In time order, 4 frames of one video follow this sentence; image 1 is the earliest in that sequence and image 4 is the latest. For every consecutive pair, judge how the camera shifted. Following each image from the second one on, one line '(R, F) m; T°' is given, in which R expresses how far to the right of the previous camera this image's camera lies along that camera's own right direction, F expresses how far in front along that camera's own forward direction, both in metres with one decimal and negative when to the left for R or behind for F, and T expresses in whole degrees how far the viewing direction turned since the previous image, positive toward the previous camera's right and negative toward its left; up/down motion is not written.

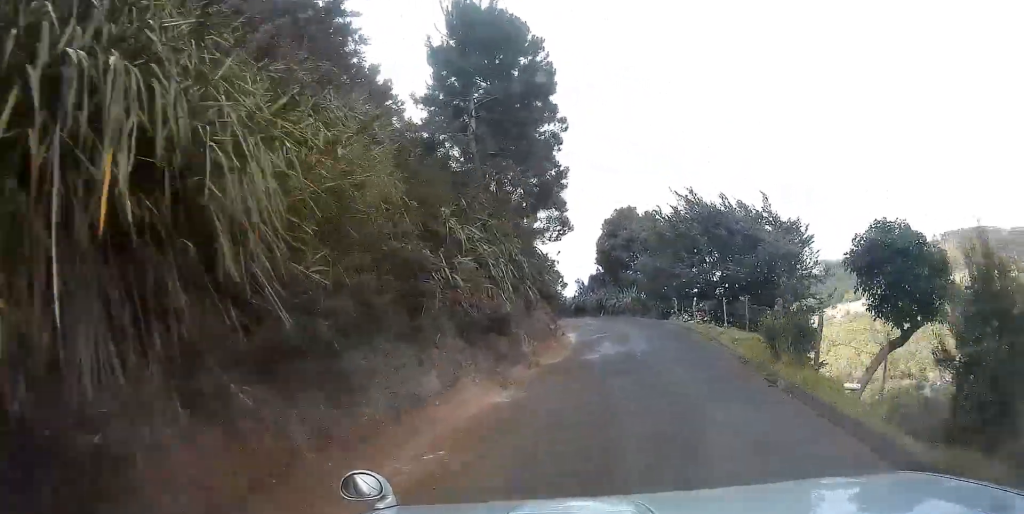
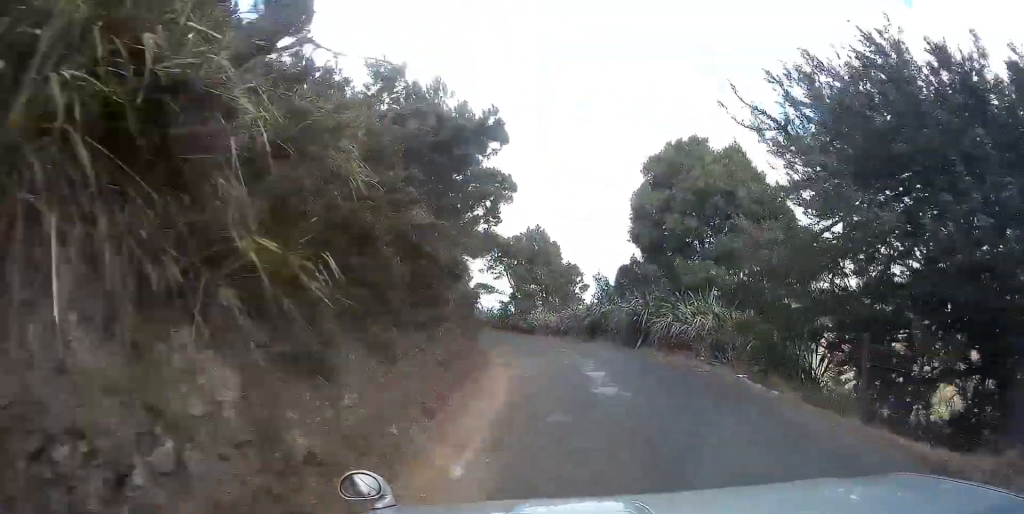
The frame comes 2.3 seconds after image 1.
(-0.1, +22.6) m; -4°
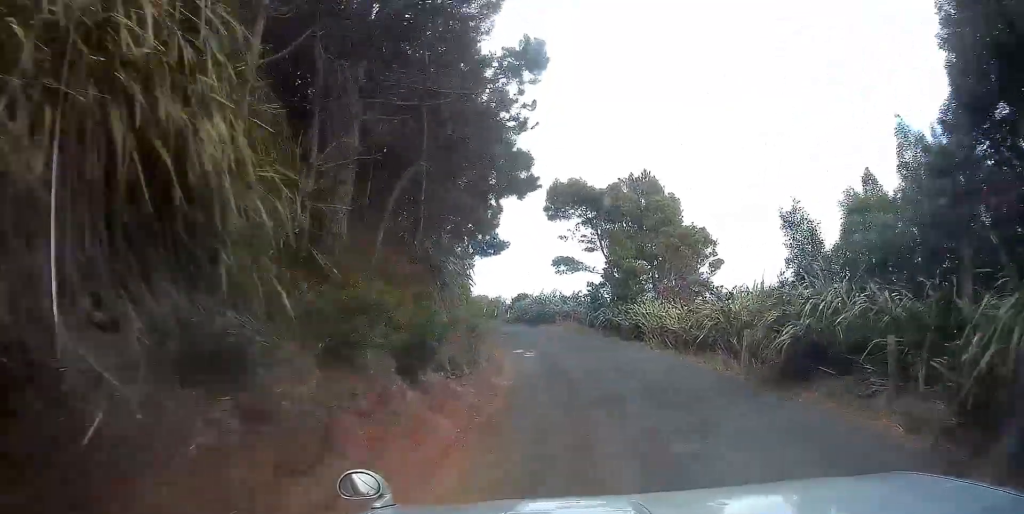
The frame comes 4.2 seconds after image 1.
(-1.4, +18.7) m; -10°
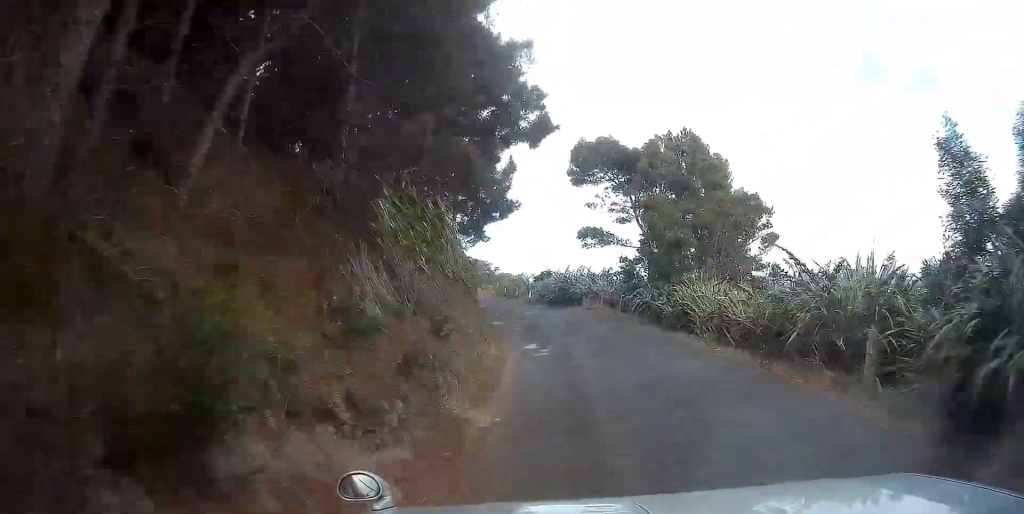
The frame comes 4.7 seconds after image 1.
(-0.3, +5.2) m; -3°
